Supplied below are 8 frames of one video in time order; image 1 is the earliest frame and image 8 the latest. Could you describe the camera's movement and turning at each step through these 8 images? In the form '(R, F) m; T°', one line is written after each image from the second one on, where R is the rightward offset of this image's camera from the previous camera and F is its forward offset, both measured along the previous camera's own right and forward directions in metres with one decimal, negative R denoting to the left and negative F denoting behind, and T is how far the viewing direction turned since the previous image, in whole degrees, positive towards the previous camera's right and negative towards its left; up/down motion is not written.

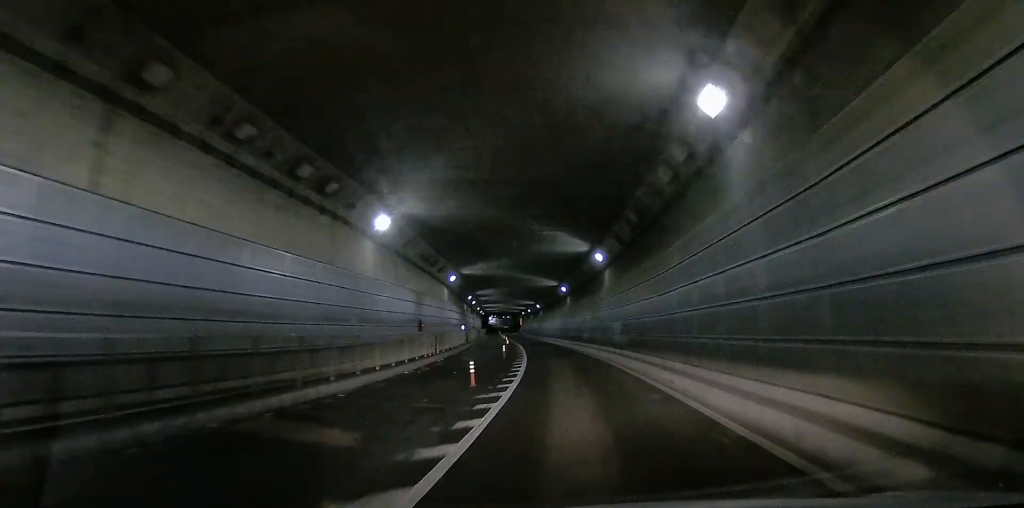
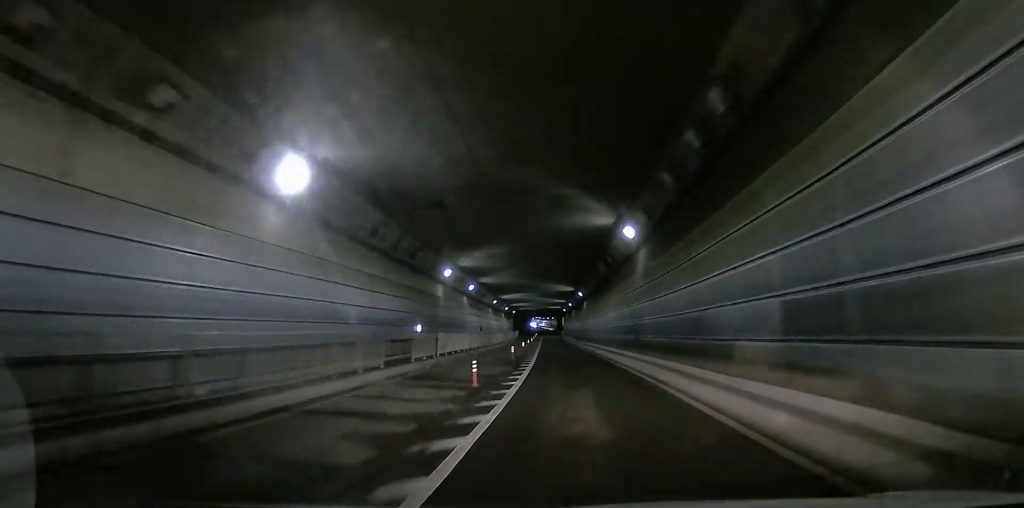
(-0.8, +25.1) m; -7°
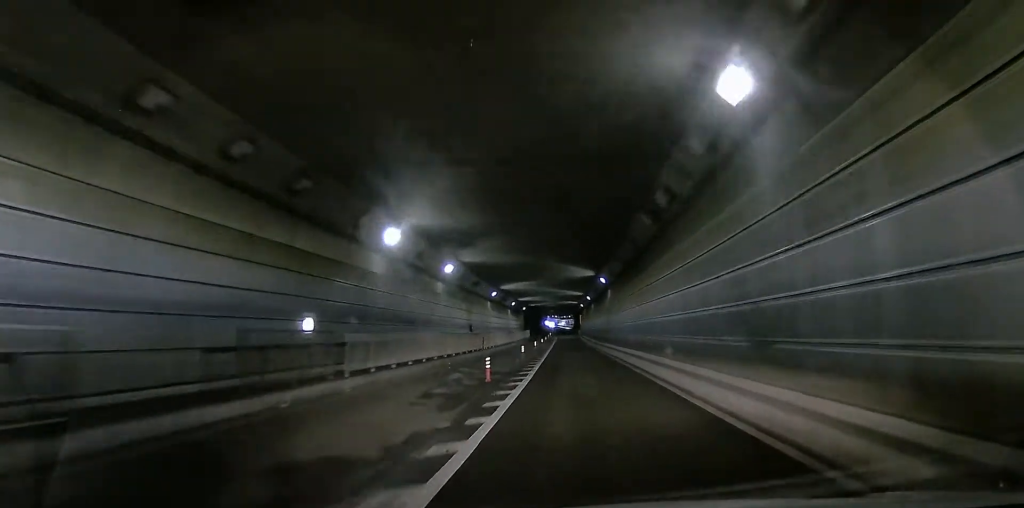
(-0.7, +11.0) m; -3°
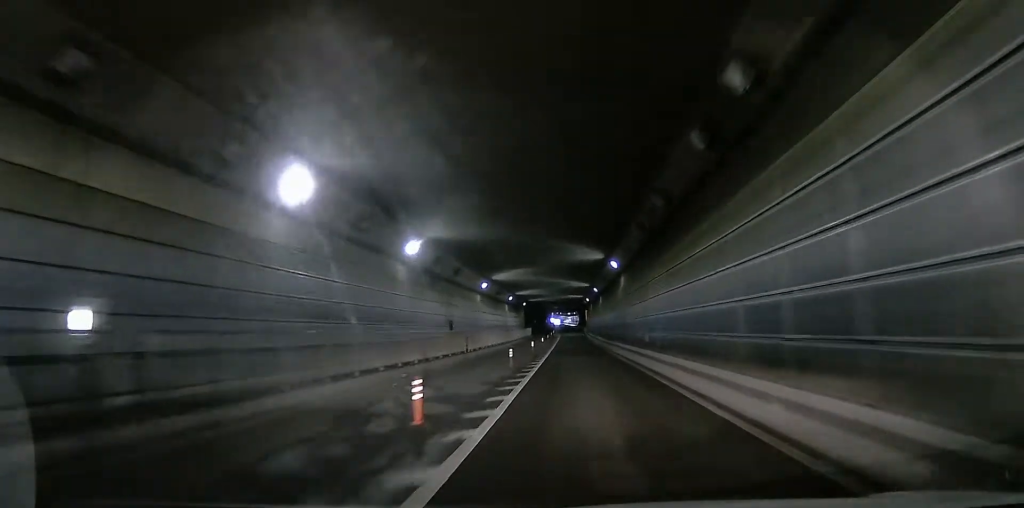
(0.0, +6.7) m; 0°
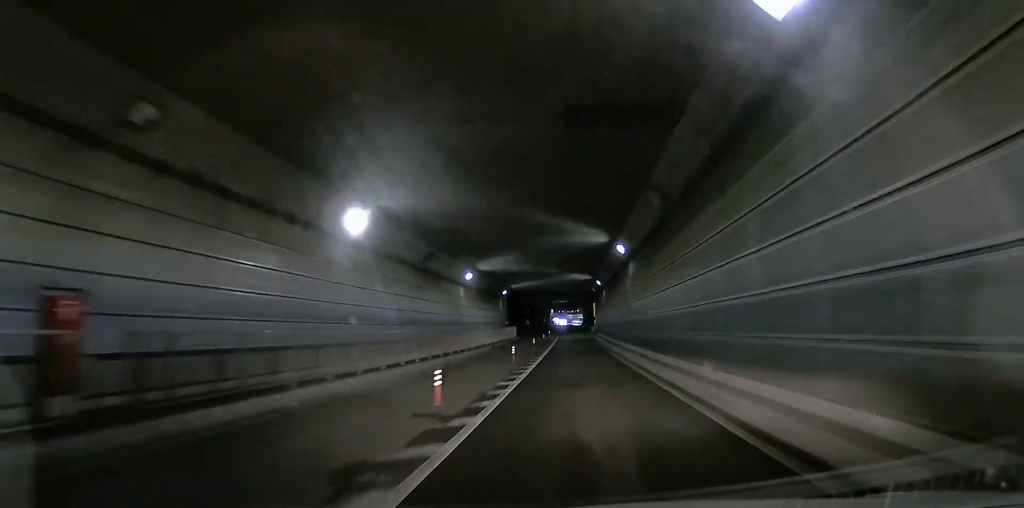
(0.0, +23.3) m; 0°
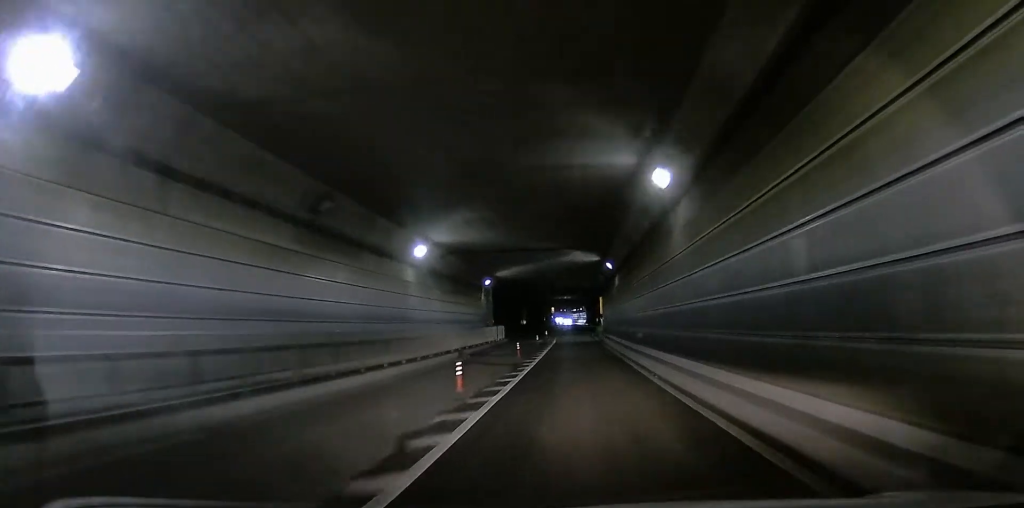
(0.0, +11.2) m; 0°
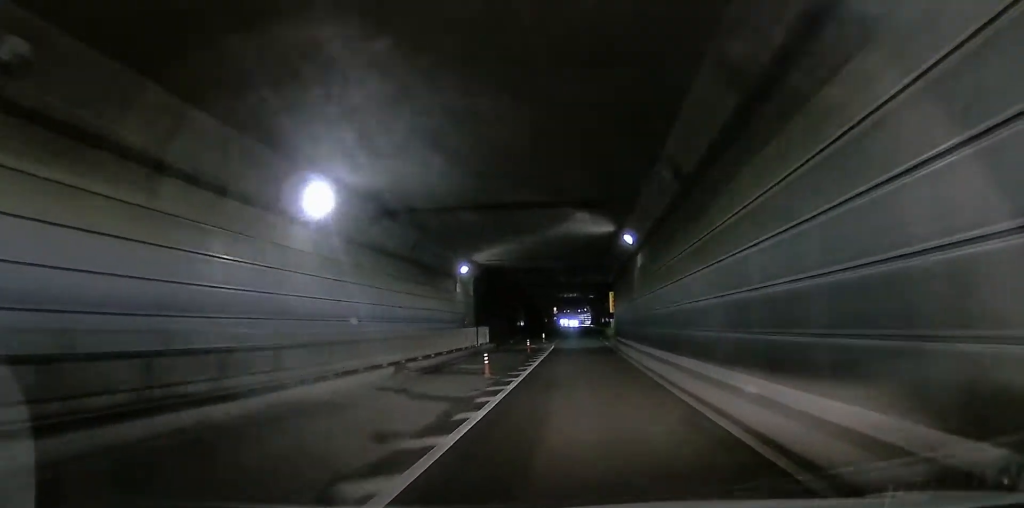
(0.0, +10.1) m; 0°
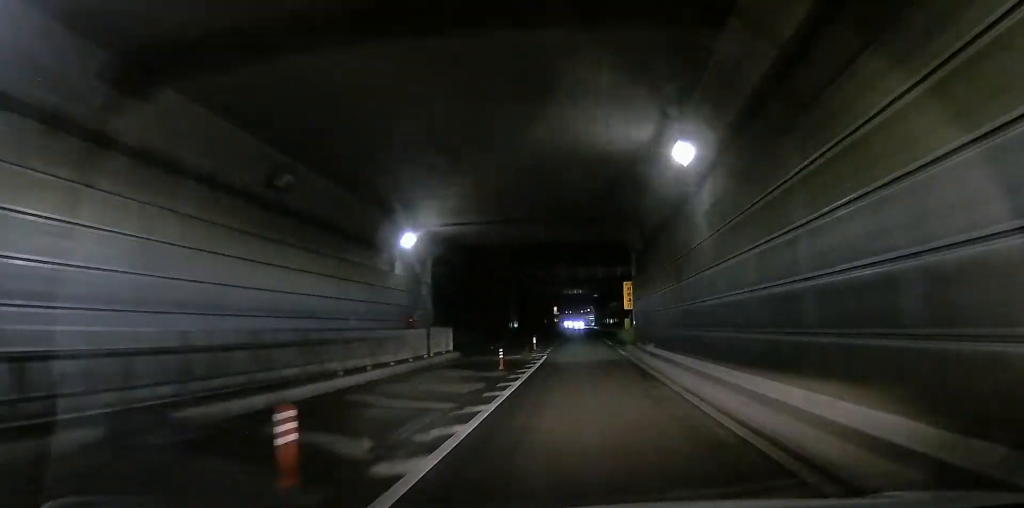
(0.0, +11.8) m; 0°
